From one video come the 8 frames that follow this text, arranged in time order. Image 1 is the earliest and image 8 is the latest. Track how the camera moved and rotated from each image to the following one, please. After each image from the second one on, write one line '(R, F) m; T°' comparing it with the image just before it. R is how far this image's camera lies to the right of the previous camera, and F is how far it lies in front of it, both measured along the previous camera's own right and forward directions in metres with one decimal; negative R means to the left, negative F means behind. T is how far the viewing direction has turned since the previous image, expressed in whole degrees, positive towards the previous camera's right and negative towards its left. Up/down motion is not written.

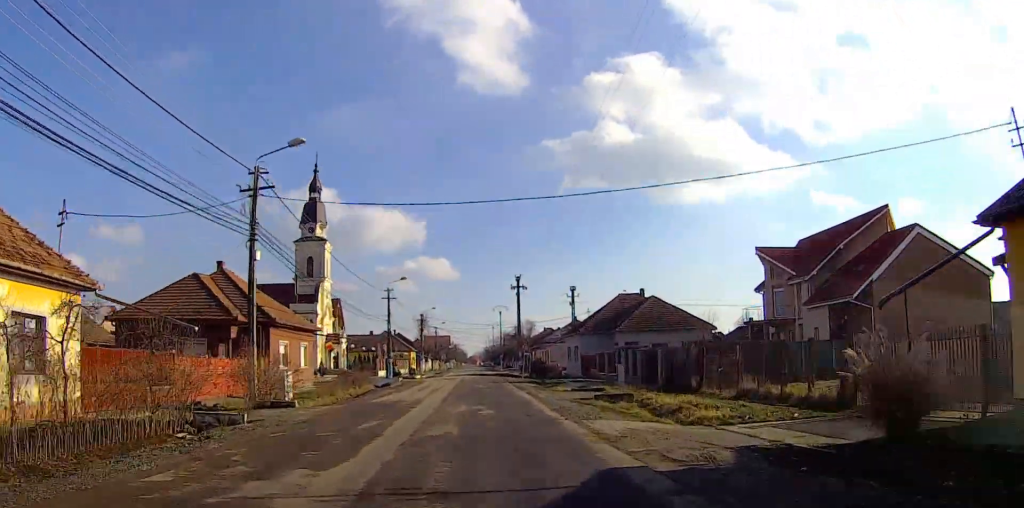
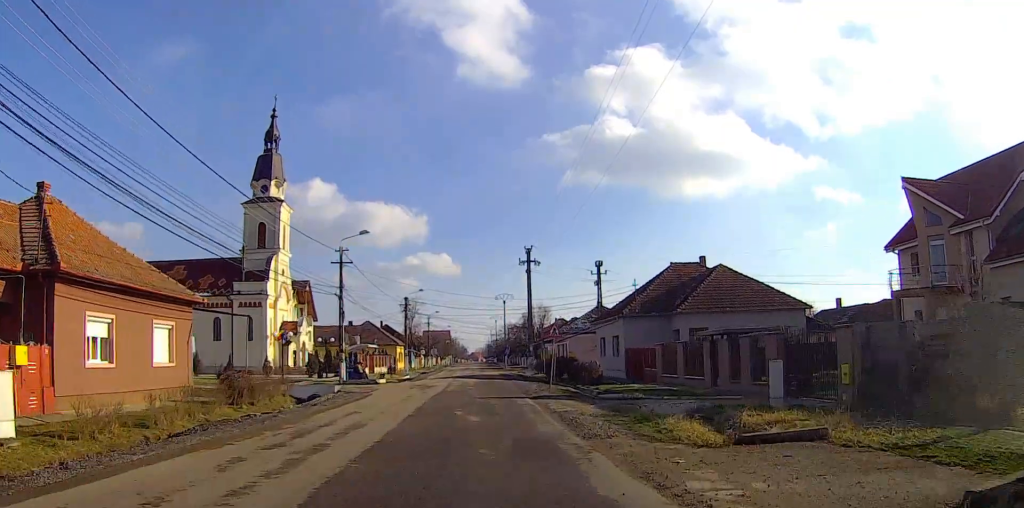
(-0.2, +19.1) m; 0°
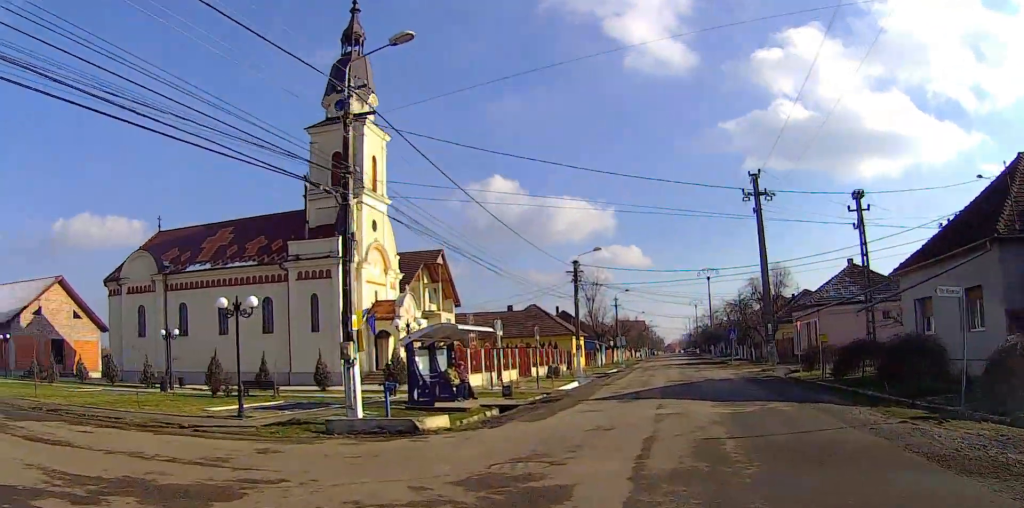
(-2.5, +28.3) m; -31°
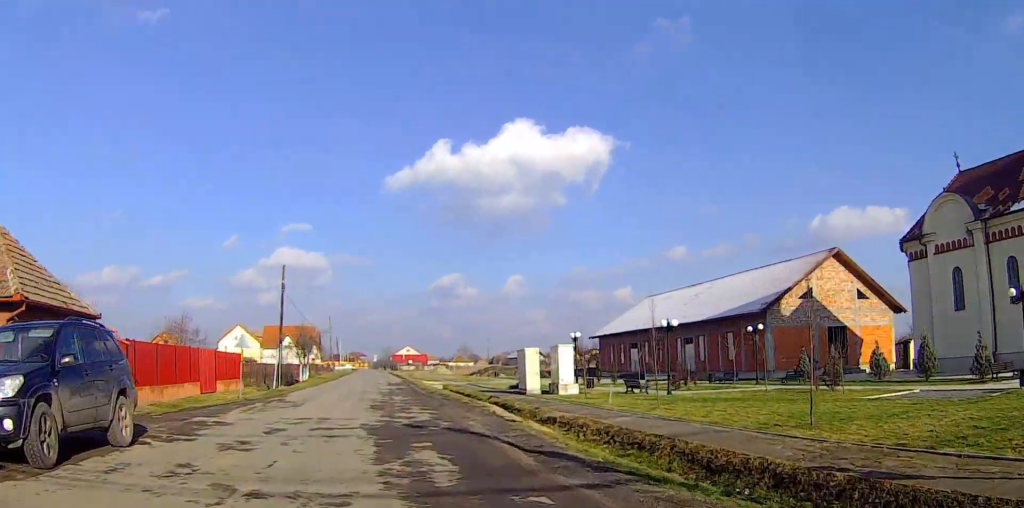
(-7.9, +13.6) m; -47°
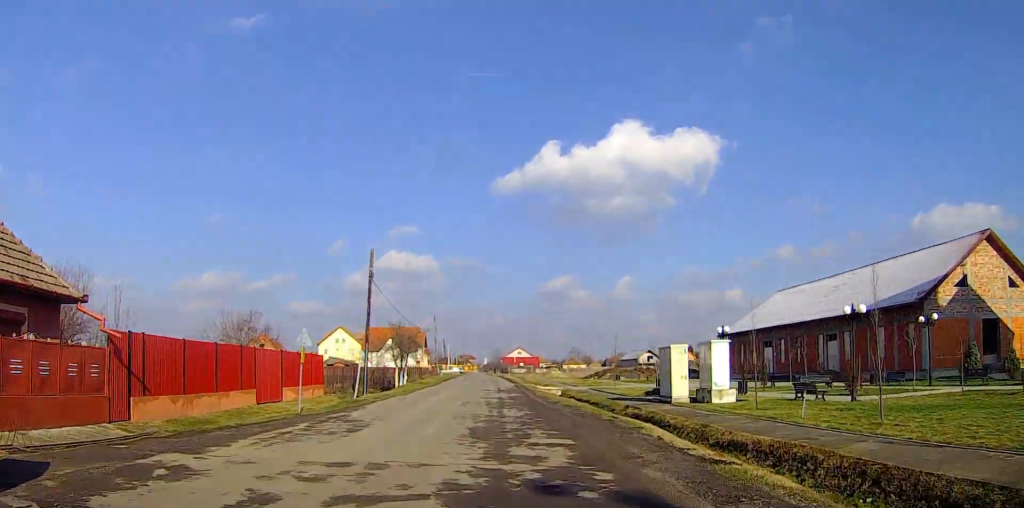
(-0.8, +7.5) m; -8°
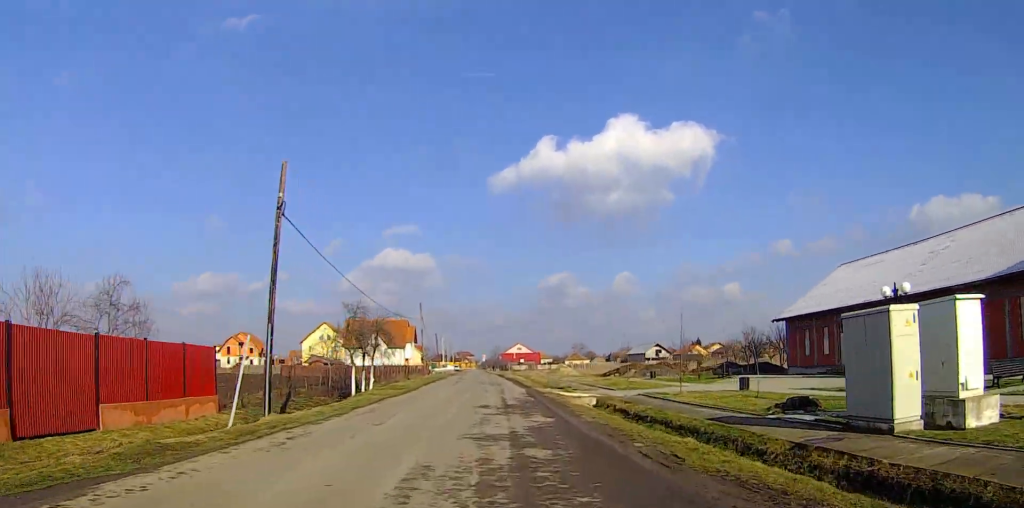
(-0.9, +14.3) m; -5°
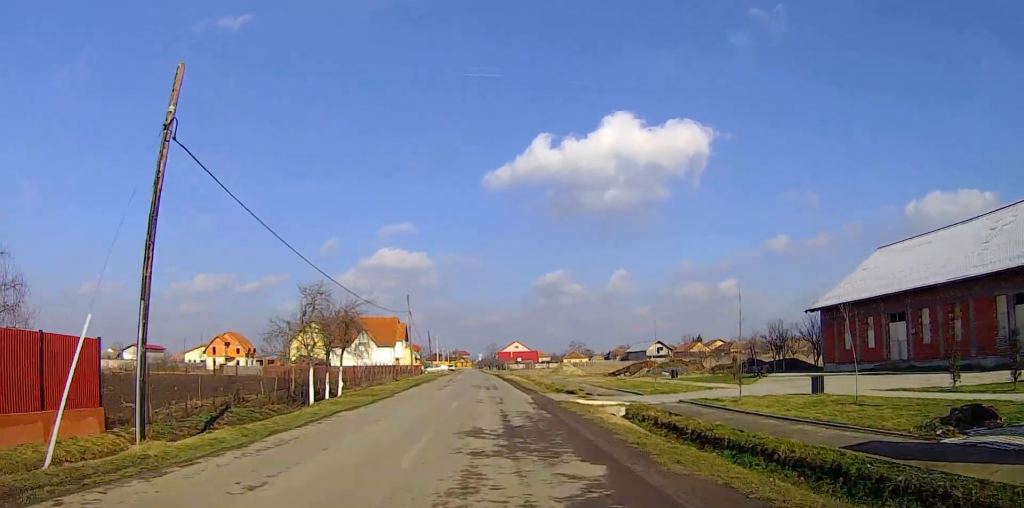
(-0.4, +6.5) m; 0°
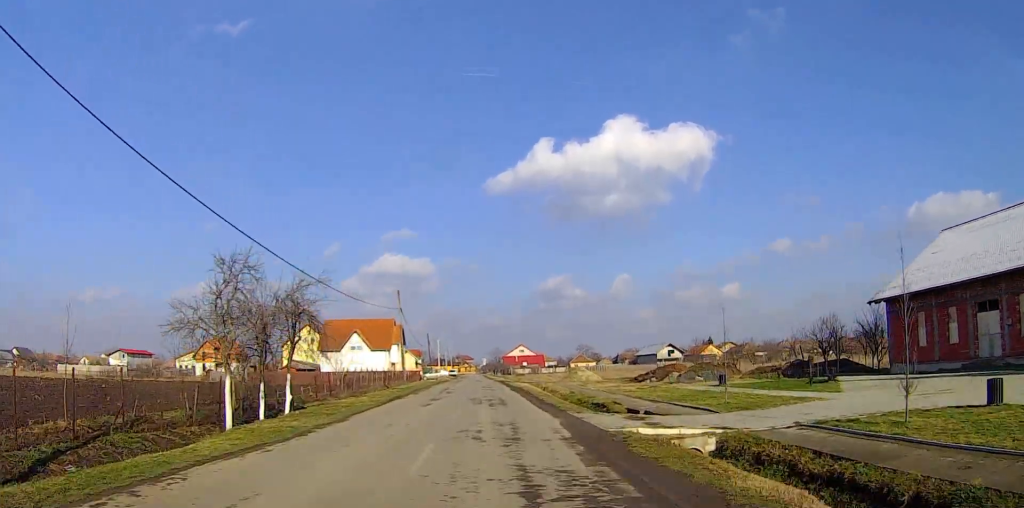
(+0.2, +8.7) m; +1°
